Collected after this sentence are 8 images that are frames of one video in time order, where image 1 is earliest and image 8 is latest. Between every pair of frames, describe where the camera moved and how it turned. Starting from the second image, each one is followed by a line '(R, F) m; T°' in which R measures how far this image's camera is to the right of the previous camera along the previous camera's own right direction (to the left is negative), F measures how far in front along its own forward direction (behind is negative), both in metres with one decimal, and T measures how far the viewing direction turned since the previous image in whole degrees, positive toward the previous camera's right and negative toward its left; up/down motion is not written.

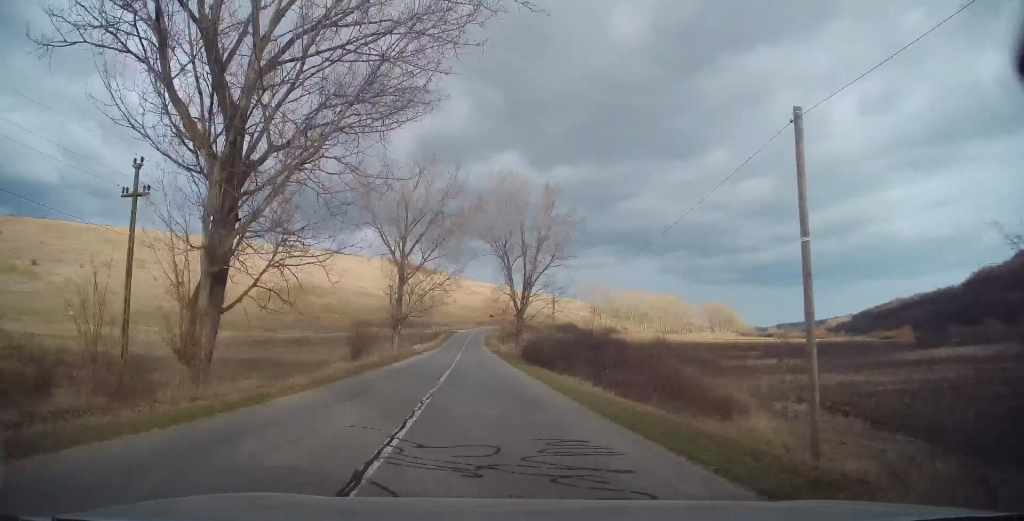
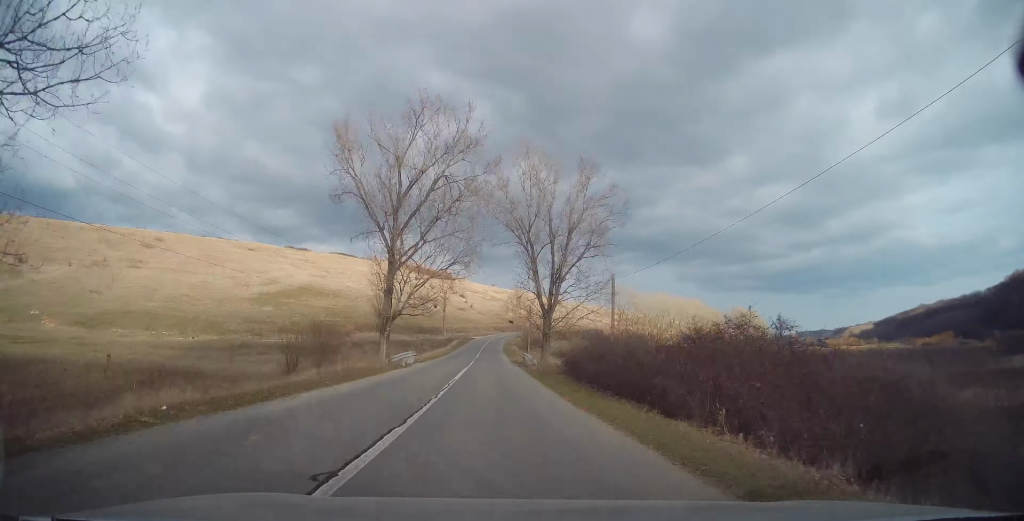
(-0.4, +14.9) m; -3°
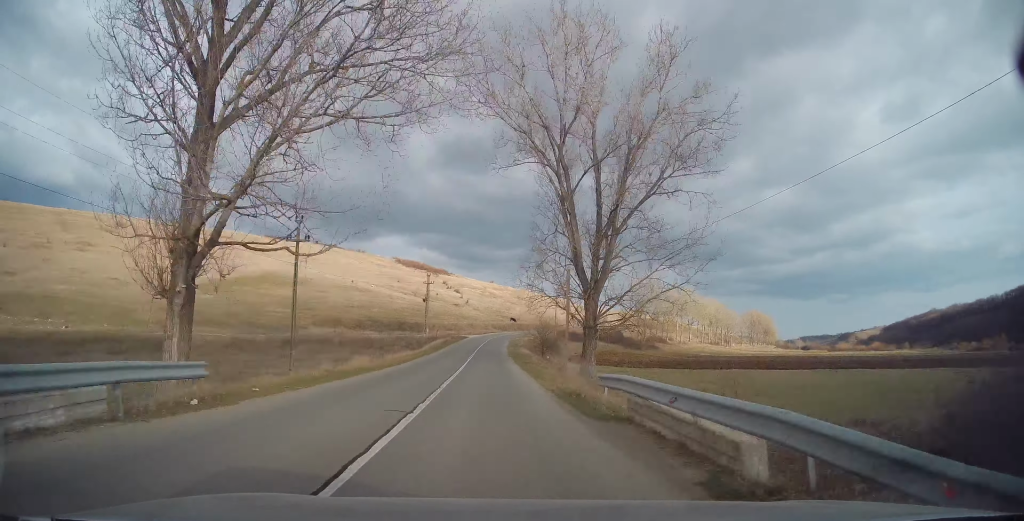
(-0.9, +29.9) m; -2°
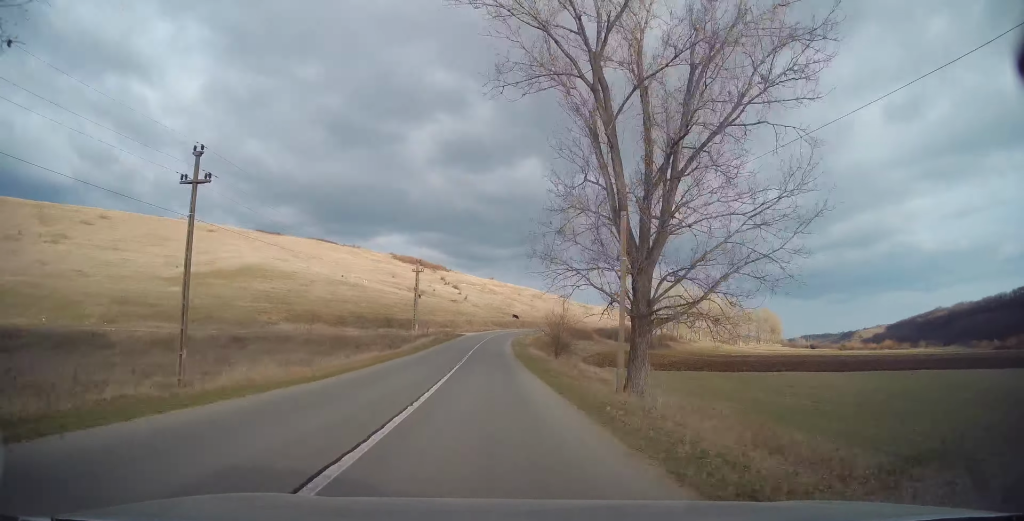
(-0.1, +13.4) m; 0°
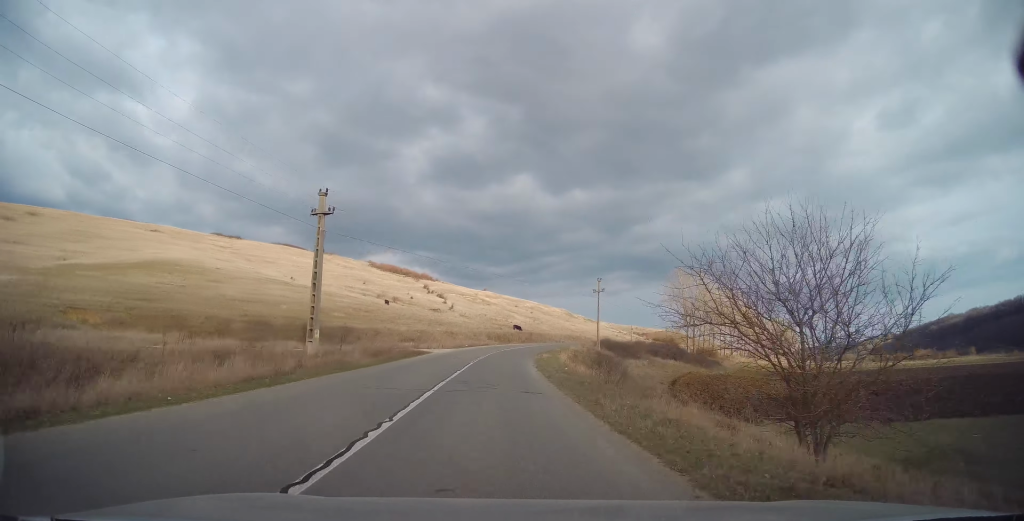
(+0.4, +40.2) m; +1°
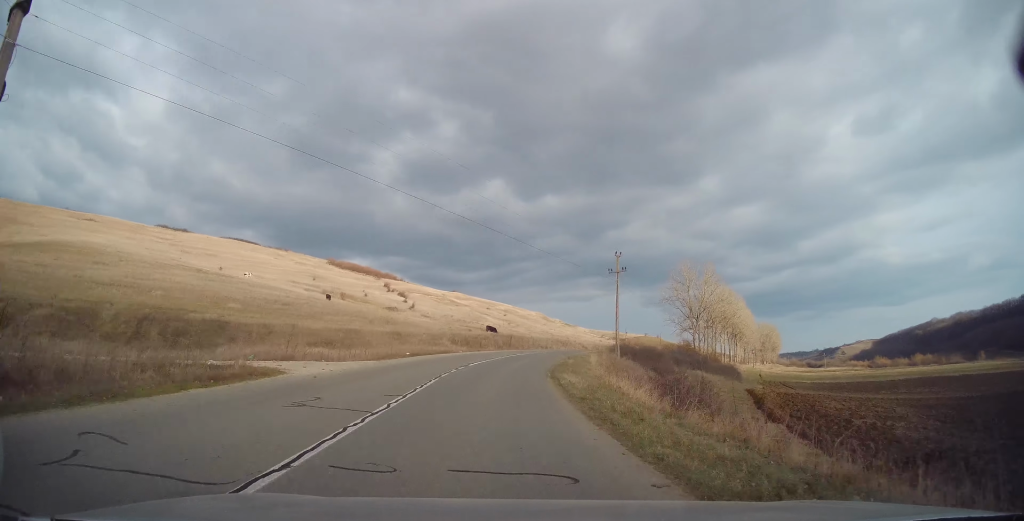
(0.0, +24.2) m; +3°
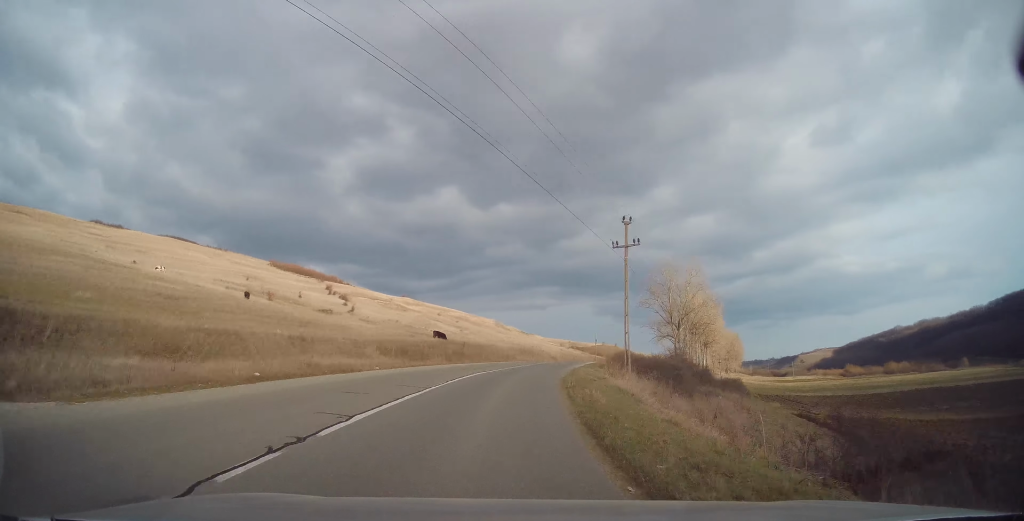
(+0.7, +16.9) m; +5°
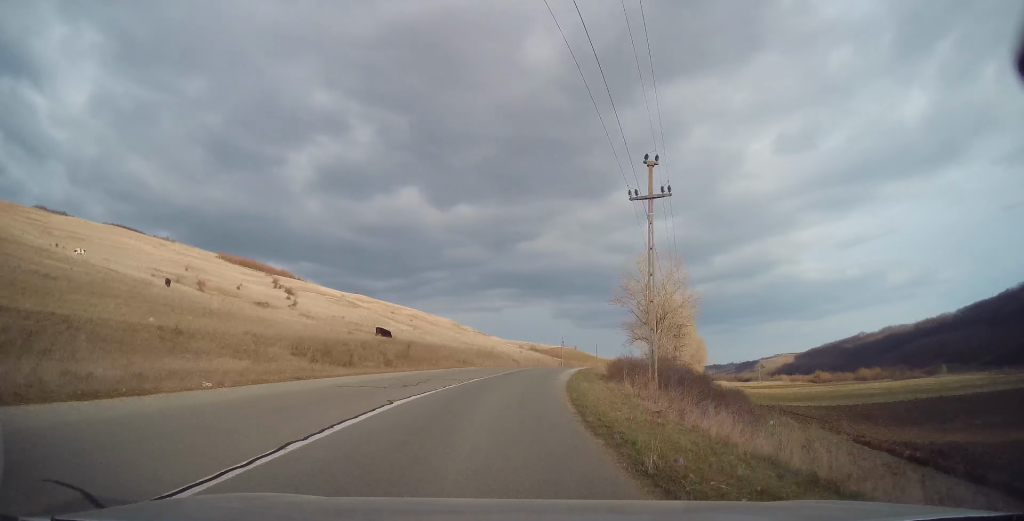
(+0.4, +11.2) m; +4°
